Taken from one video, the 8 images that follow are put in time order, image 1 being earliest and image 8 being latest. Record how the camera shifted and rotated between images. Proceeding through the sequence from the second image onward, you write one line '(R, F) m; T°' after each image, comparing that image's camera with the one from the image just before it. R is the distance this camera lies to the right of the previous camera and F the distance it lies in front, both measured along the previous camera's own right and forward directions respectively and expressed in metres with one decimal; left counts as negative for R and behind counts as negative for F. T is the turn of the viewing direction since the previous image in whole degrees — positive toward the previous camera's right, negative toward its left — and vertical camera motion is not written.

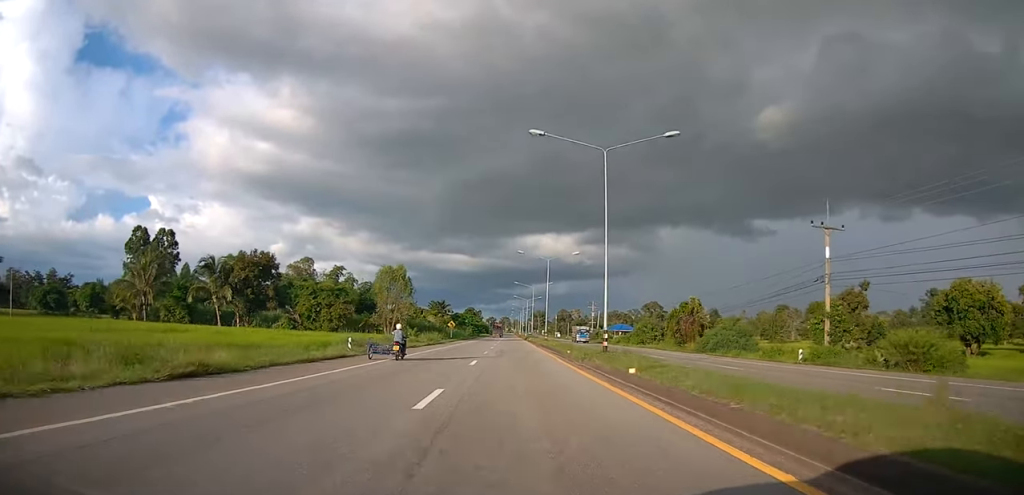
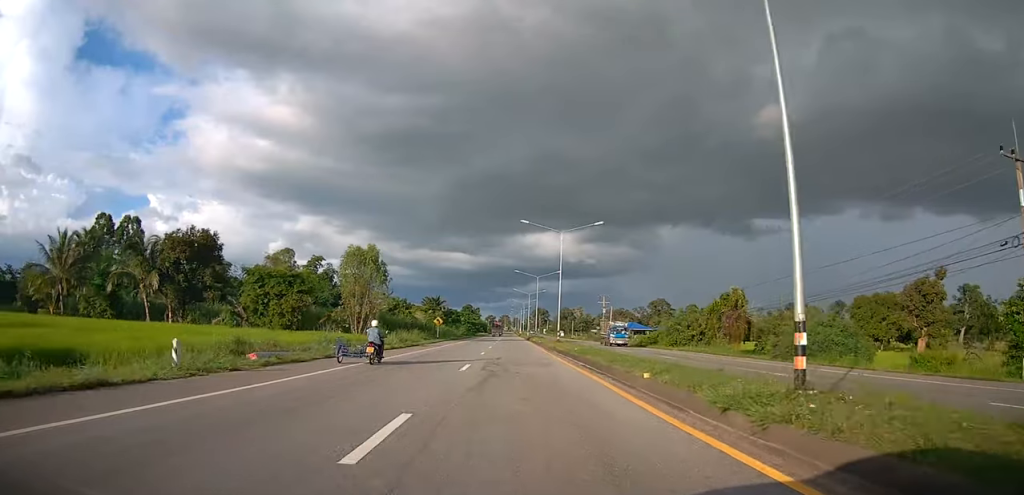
(-0.1, +15.7) m; 0°
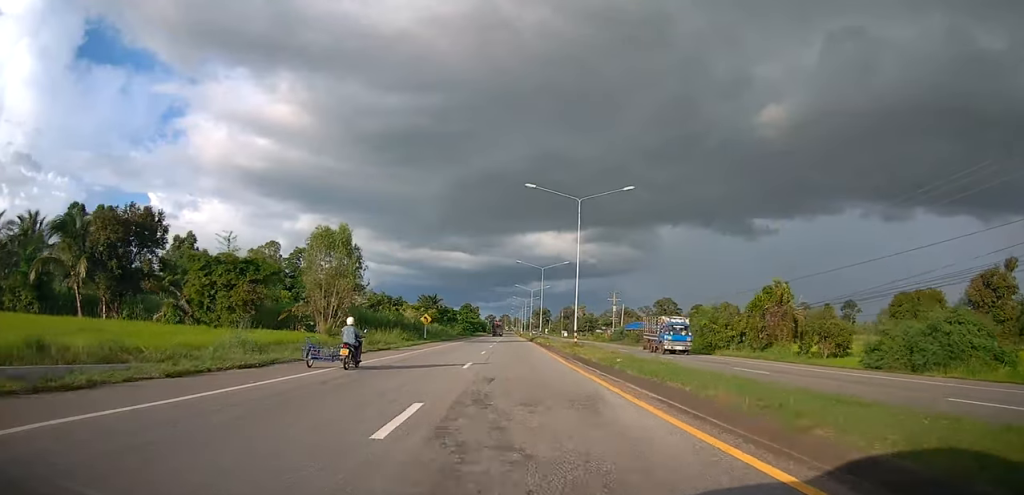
(-0.1, +10.8) m; +1°
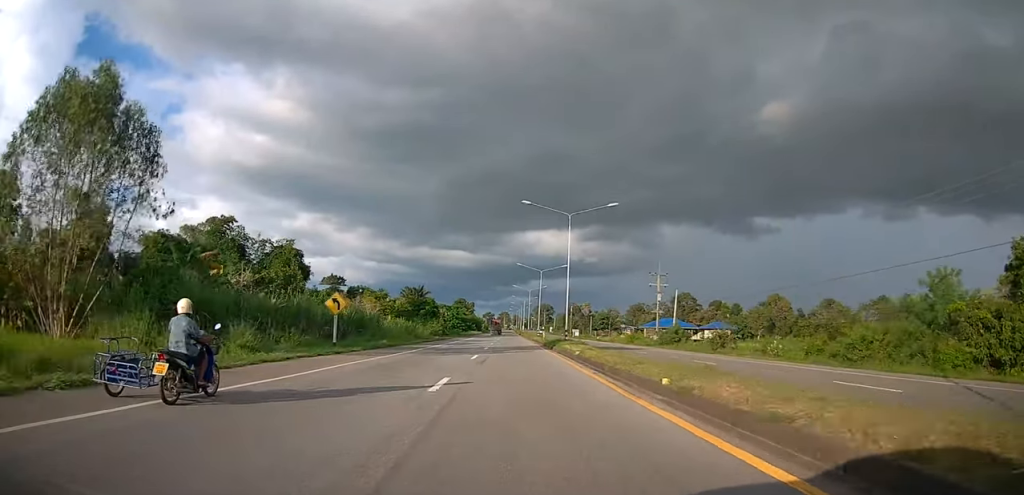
(+0.5, +31.5) m; 0°
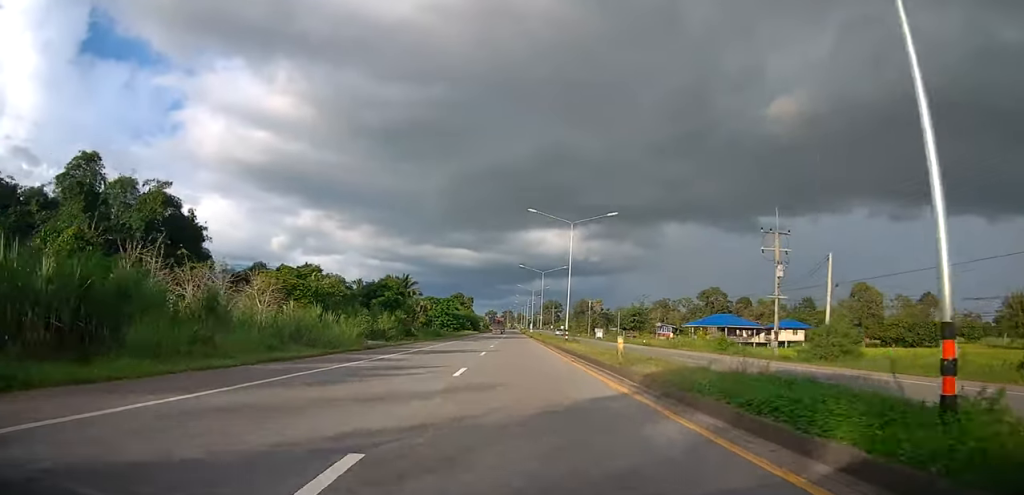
(+0.2, +32.9) m; 0°
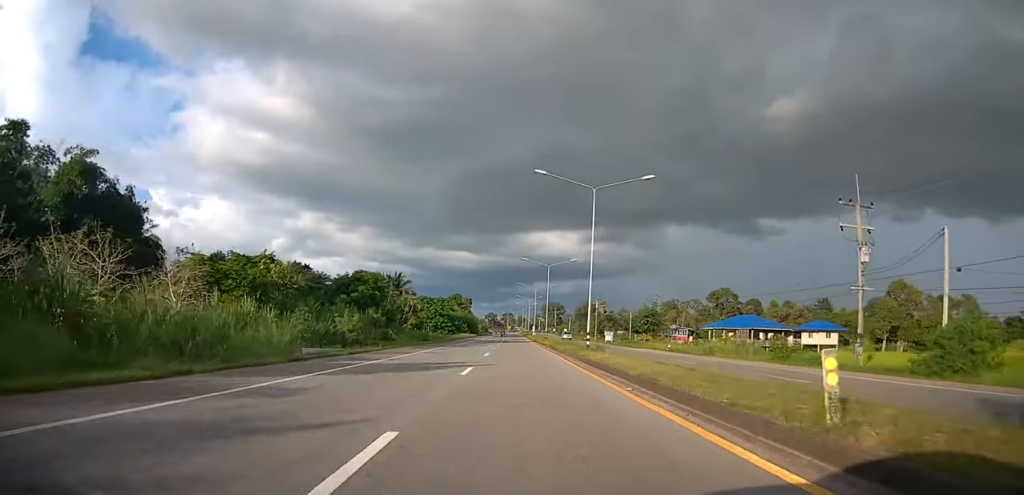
(0.0, +10.7) m; 0°
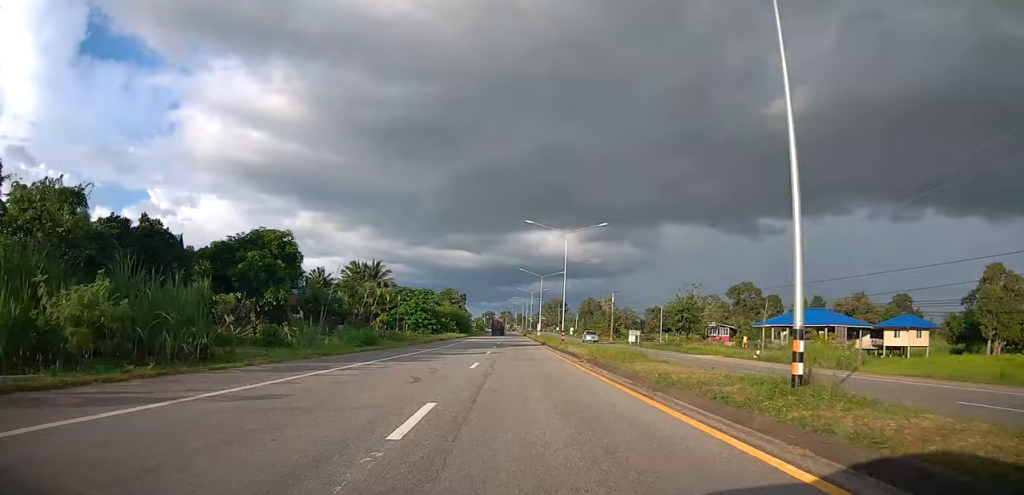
(-0.5, +21.6) m; -1°
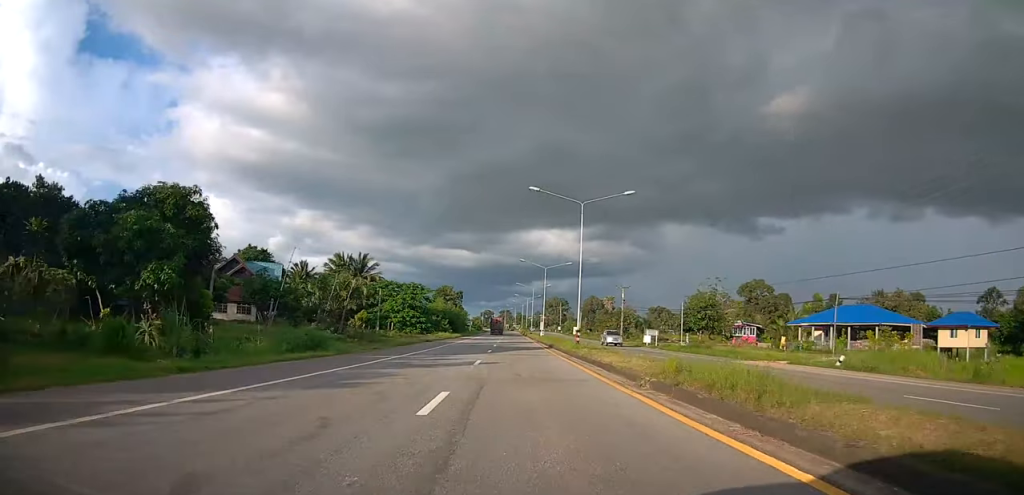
(0.0, +10.2) m; 0°
